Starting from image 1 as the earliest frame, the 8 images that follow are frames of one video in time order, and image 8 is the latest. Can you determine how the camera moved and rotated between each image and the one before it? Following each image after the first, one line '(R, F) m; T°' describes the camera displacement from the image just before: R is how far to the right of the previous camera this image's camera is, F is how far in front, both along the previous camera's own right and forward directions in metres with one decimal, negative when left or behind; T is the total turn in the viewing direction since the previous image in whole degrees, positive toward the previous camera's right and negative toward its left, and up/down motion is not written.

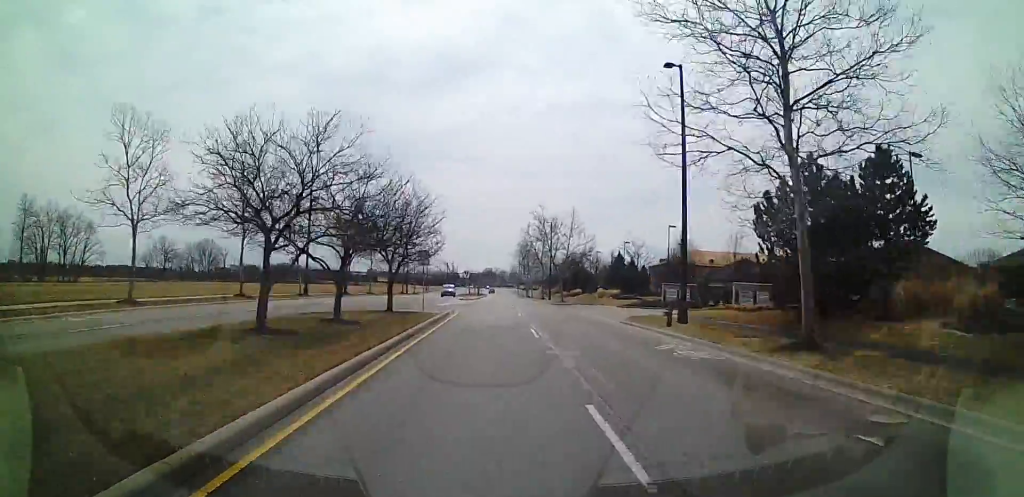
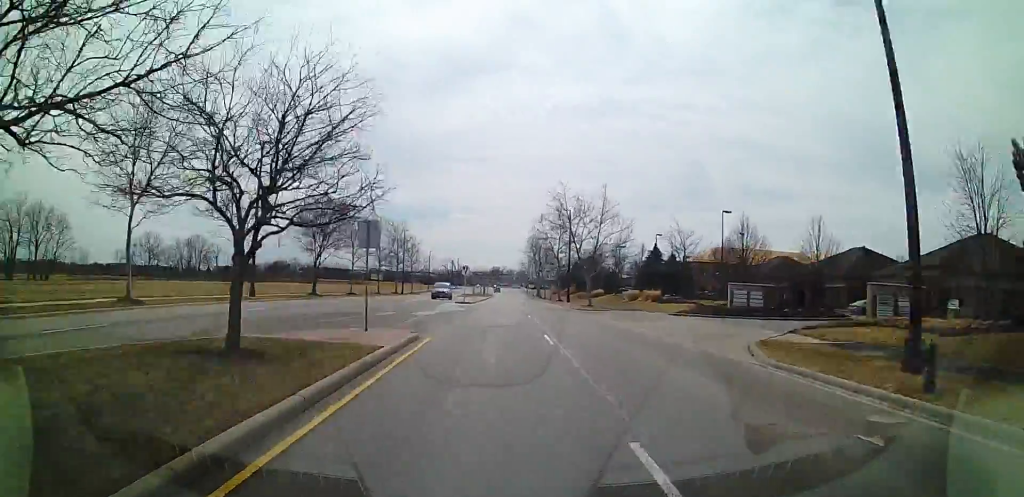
(-0.1, +13.5) m; 0°
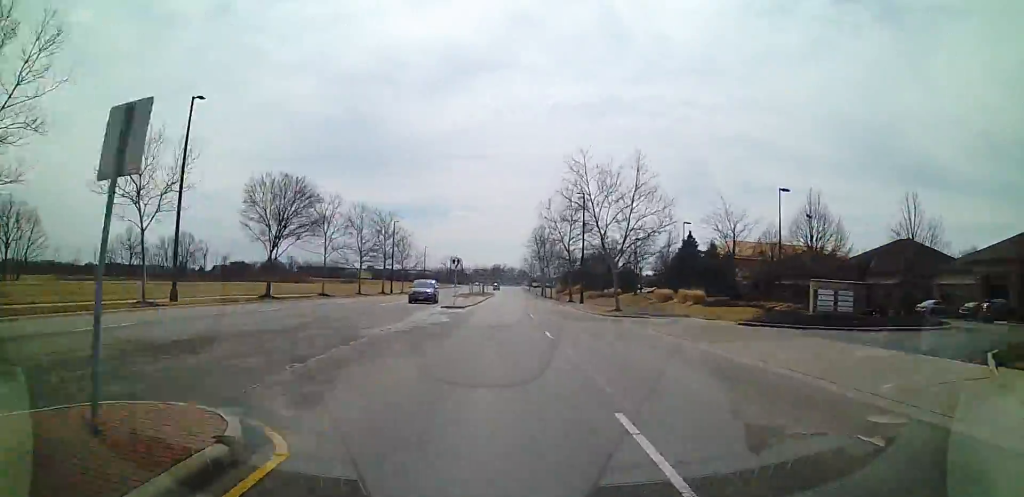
(0.0, +10.5) m; +1°
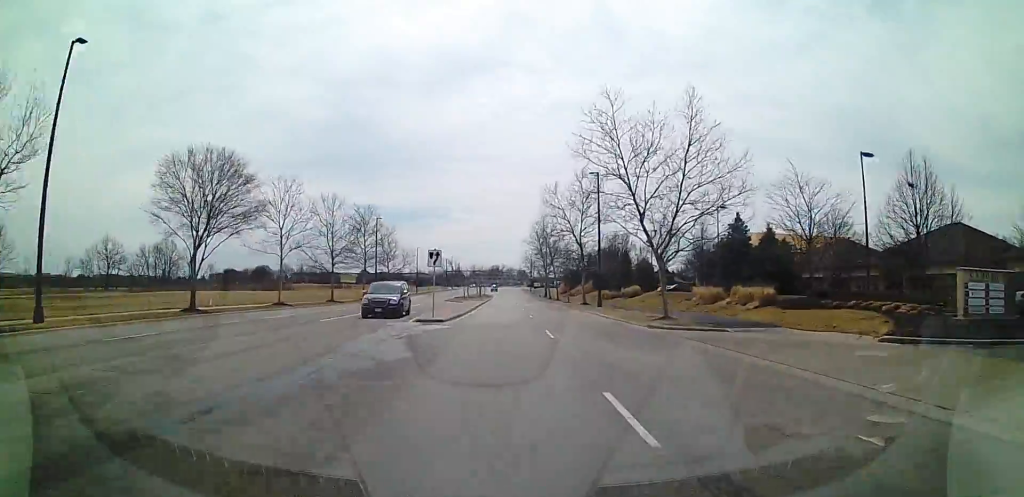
(+0.2, +10.4) m; 0°
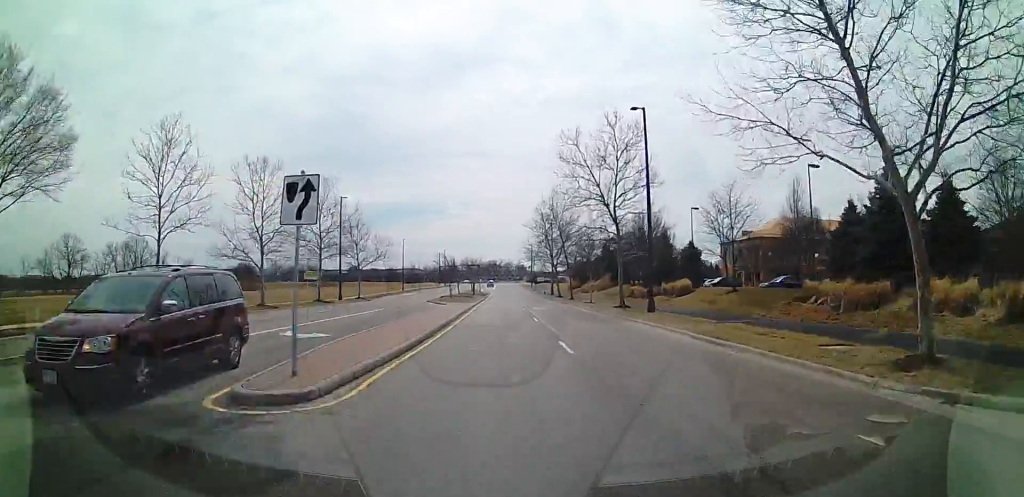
(-0.2, +16.3) m; 0°
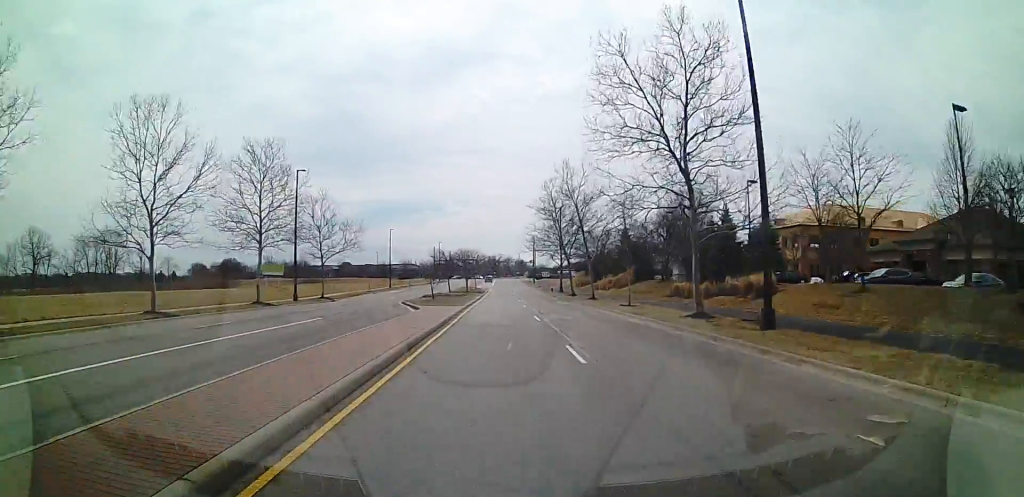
(+0.1, +13.5) m; 0°
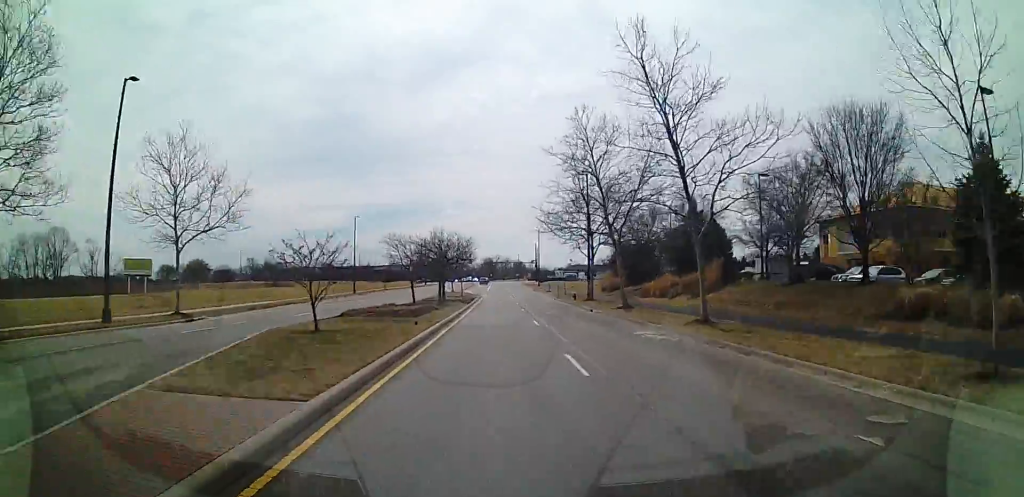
(-0.2, +24.9) m; 0°
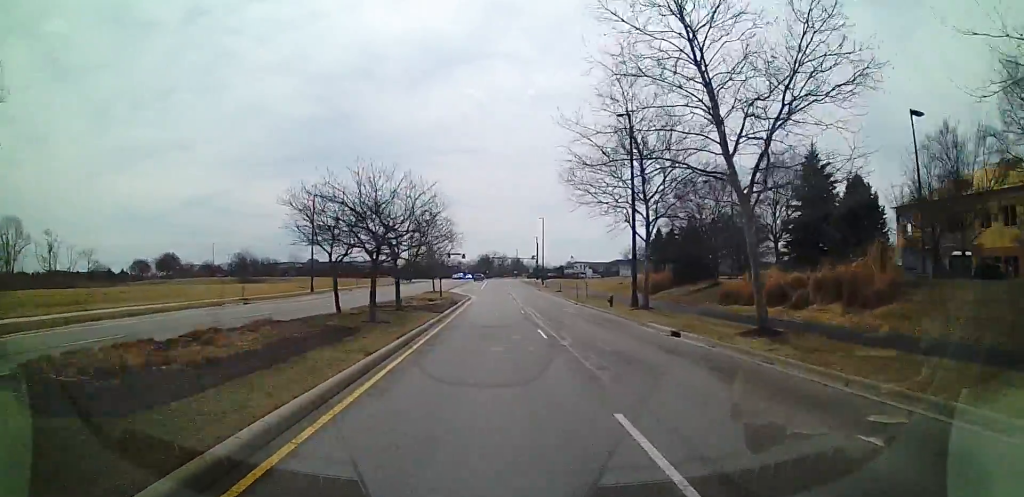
(+0.3, +17.9) m; +1°
